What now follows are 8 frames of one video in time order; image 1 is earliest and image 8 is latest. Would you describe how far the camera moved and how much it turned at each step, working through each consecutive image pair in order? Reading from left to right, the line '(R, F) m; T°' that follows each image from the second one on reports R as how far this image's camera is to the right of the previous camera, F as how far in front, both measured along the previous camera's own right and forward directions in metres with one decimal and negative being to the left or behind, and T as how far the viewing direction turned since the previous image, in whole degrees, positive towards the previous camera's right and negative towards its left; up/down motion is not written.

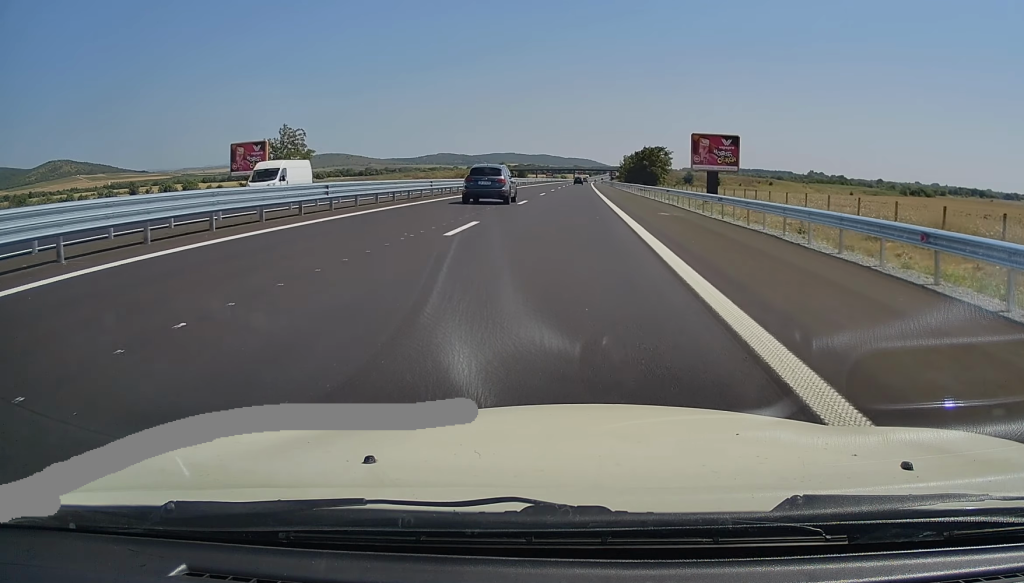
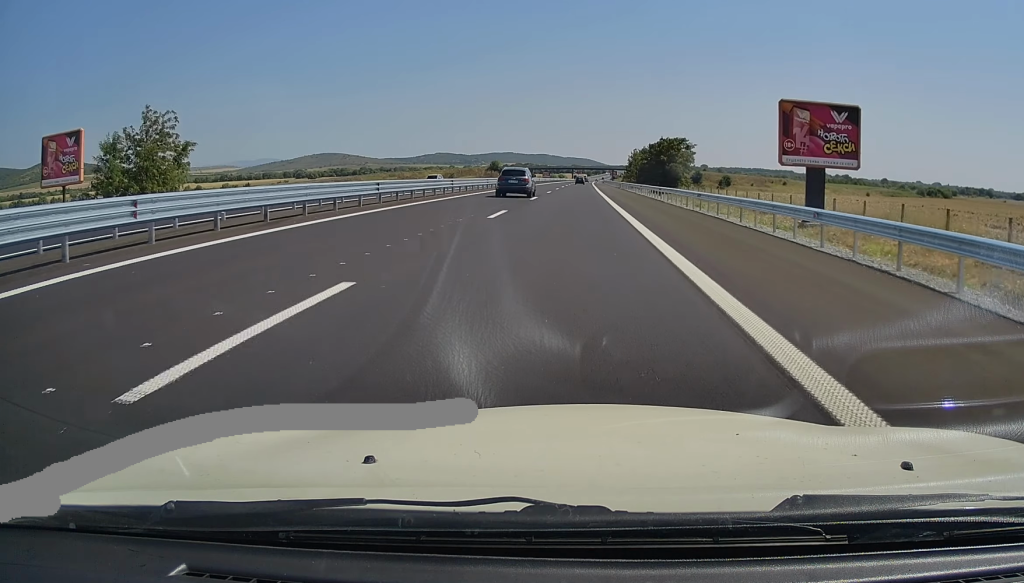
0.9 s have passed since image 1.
(+0.3, +26.6) m; 0°
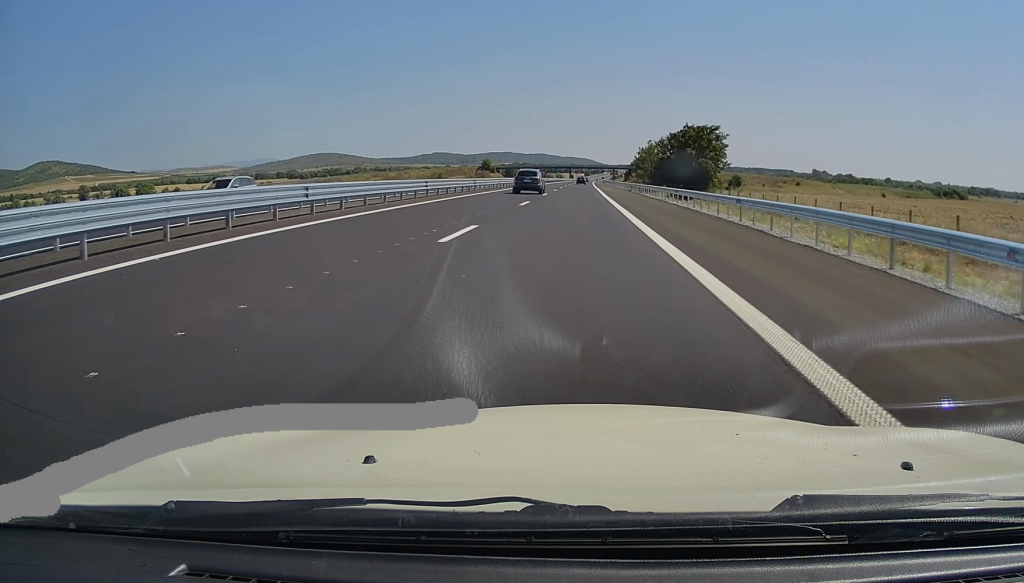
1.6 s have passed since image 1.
(+0.1, +23.5) m; 0°
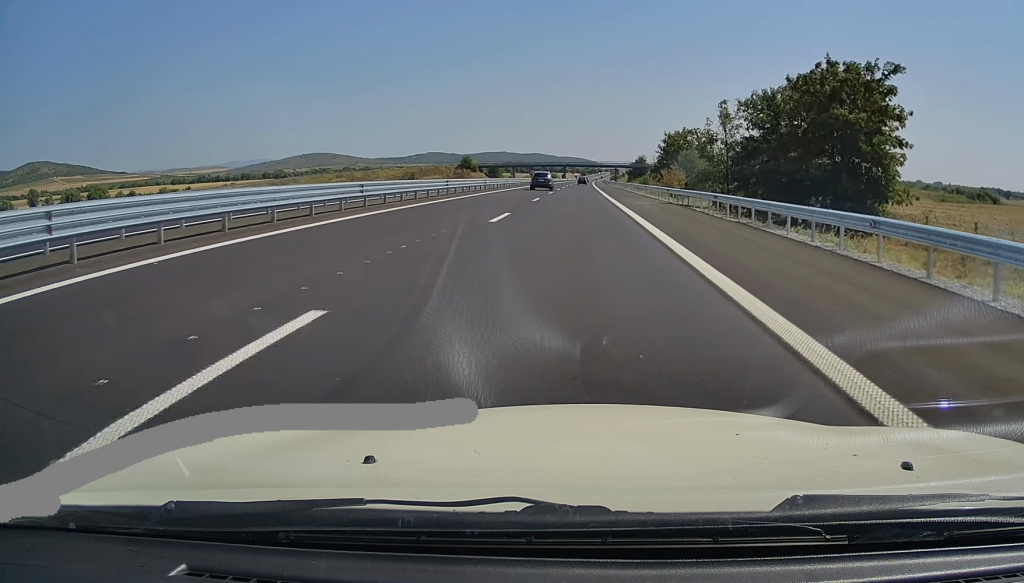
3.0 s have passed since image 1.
(0.0, +43.0) m; 0°
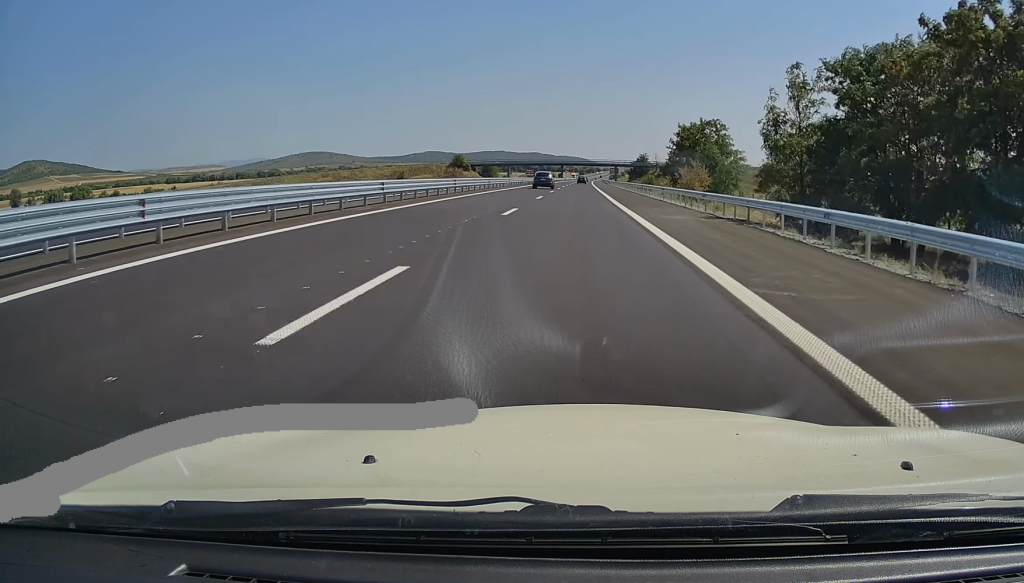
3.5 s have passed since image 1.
(0.0, +13.3) m; 0°
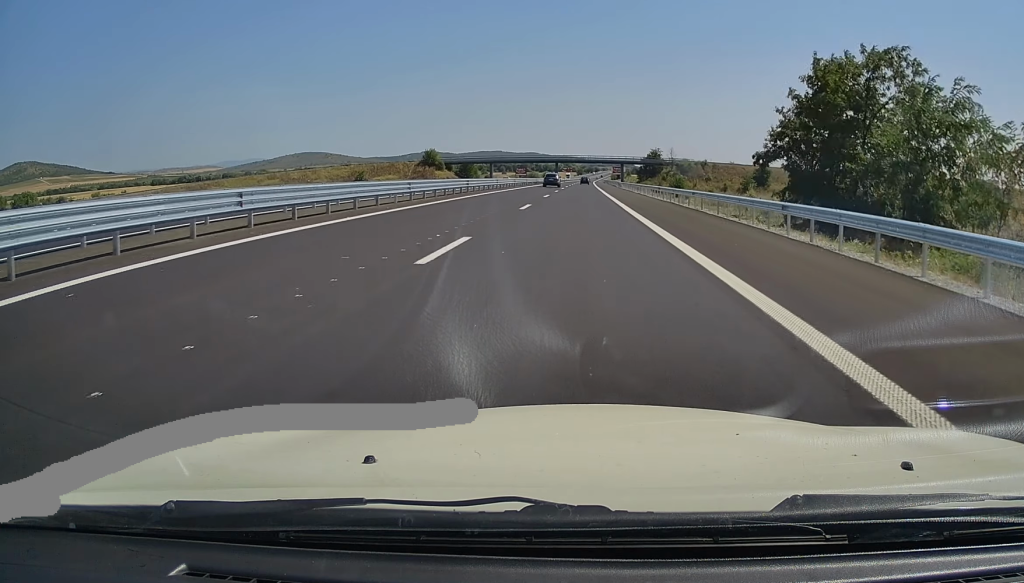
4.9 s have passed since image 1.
(+0.1, +44.1) m; 0°
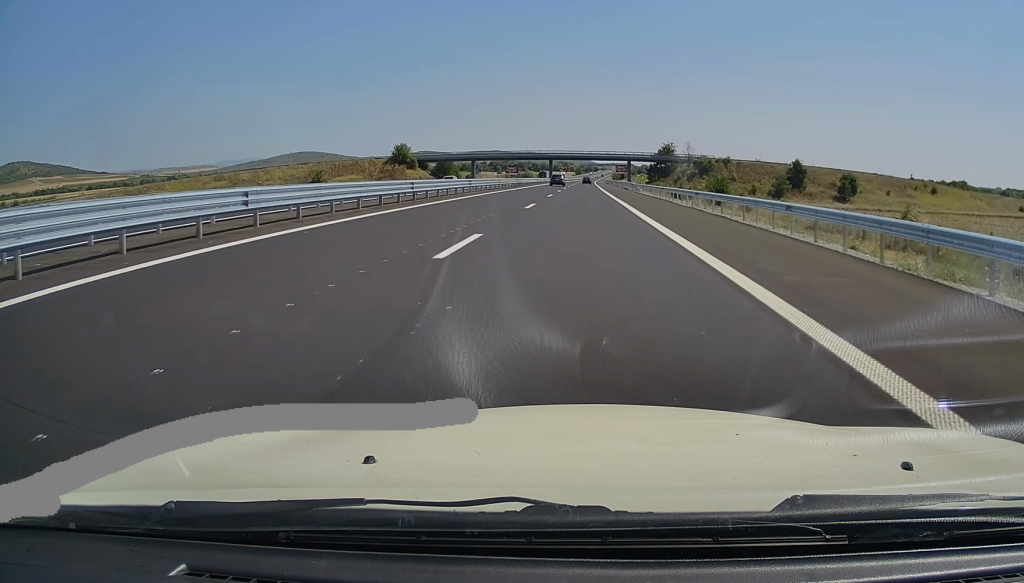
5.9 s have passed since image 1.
(0.0, +31.8) m; 0°
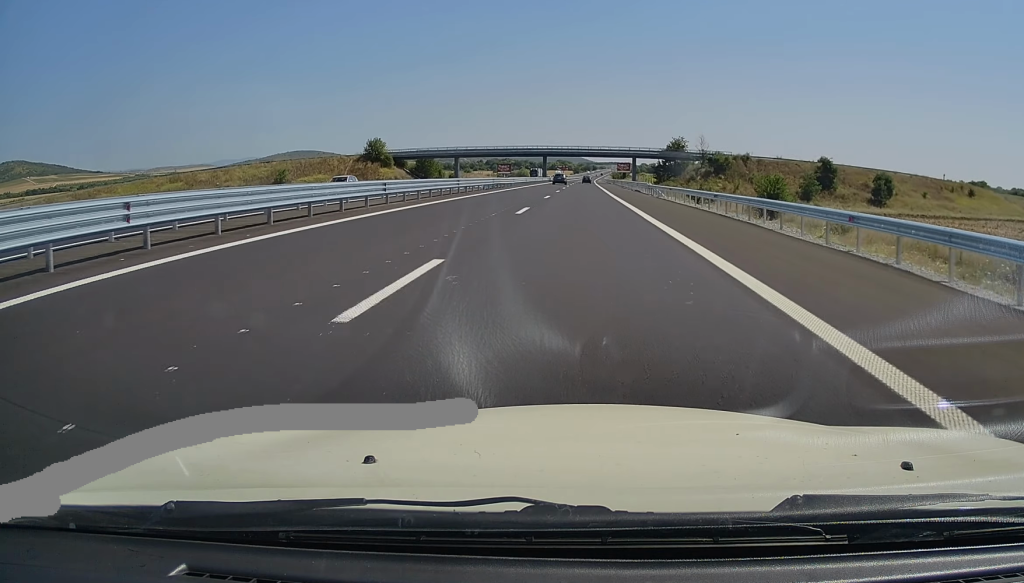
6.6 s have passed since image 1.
(0.0, +20.6) m; 0°
